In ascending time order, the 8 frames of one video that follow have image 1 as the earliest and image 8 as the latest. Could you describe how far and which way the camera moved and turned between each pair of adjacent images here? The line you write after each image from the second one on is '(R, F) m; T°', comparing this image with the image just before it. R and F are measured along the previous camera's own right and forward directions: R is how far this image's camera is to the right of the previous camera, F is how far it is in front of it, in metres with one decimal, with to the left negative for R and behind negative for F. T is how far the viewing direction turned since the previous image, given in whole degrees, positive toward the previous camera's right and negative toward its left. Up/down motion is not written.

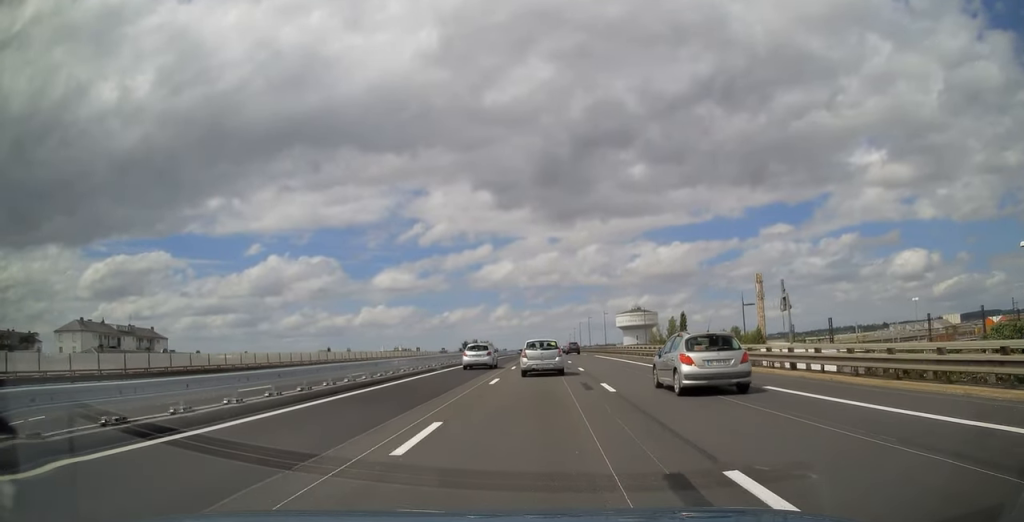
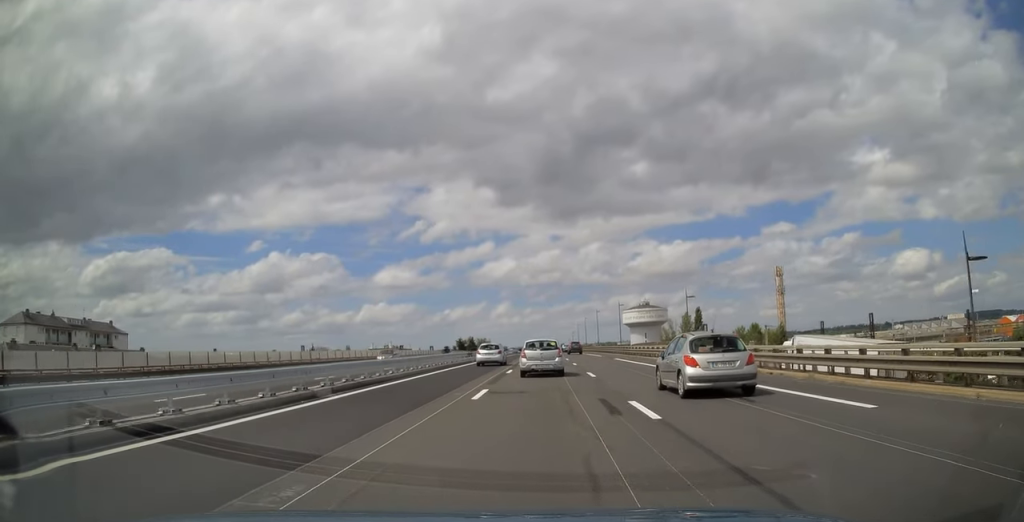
(0.0, +18.5) m; 0°
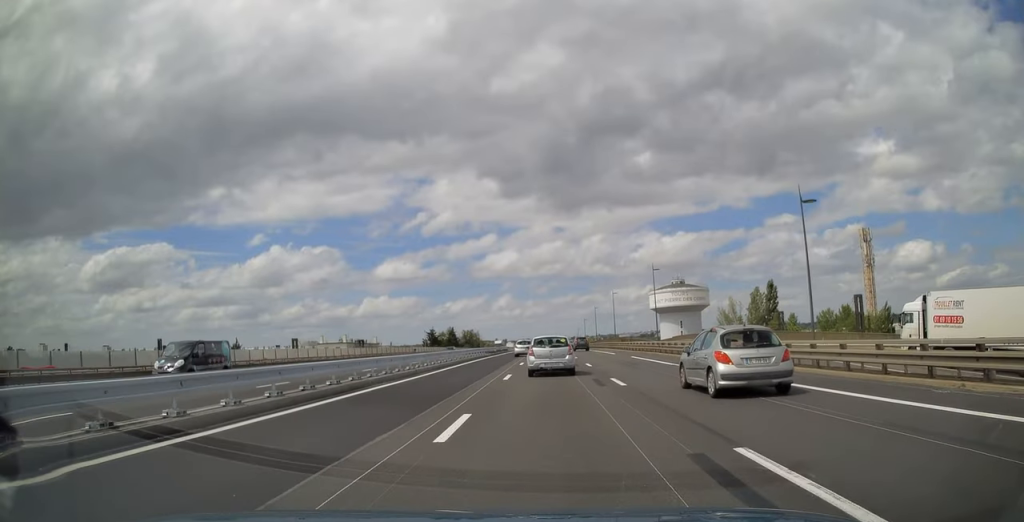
(-0.1, +58.6) m; 0°
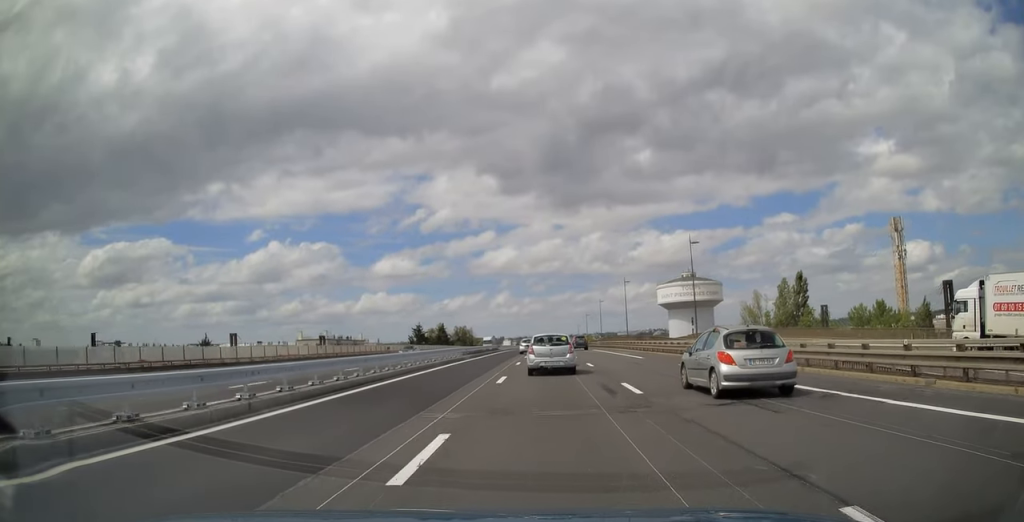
(-0.1, +15.3) m; 0°
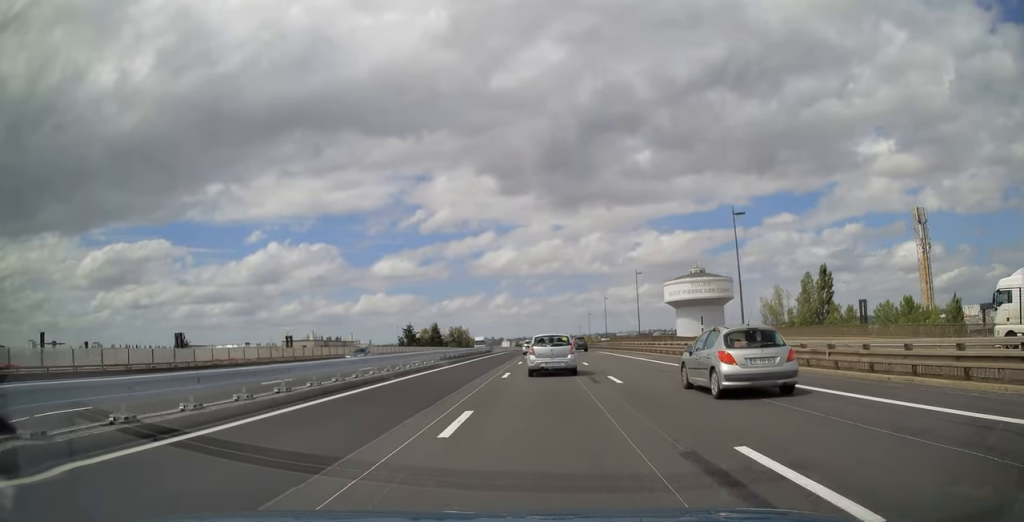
(+0.1, +10.1) m; 0°
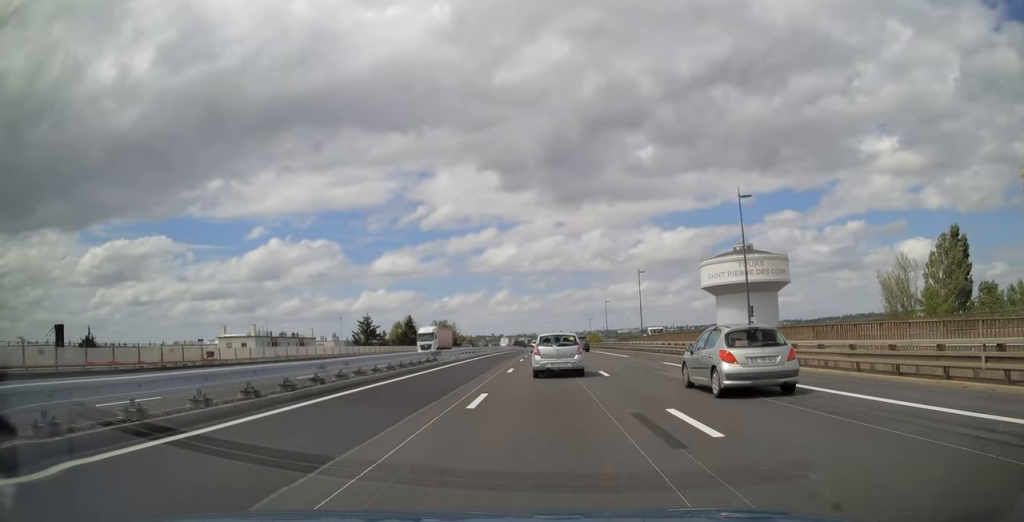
(-0.1, +35.5) m; 0°
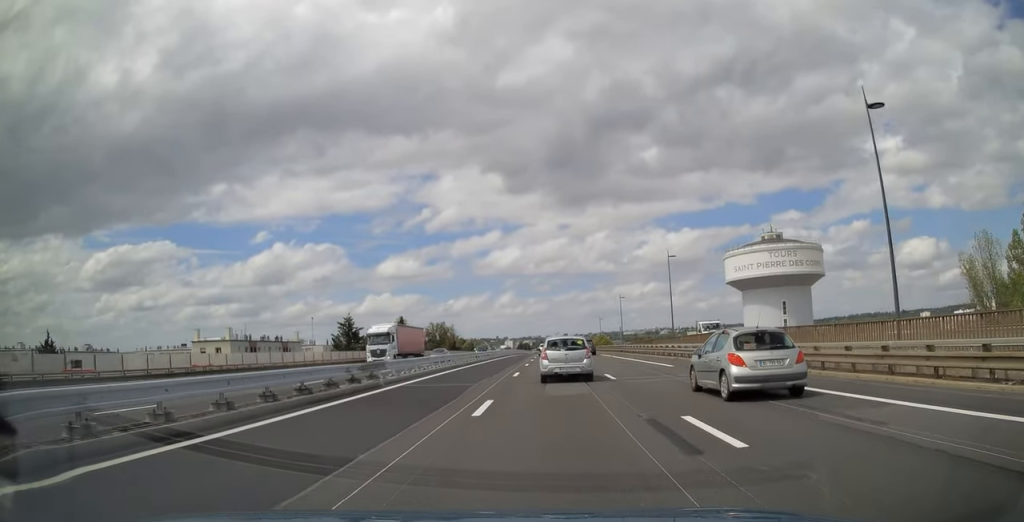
(0.0, +13.5) m; 0°
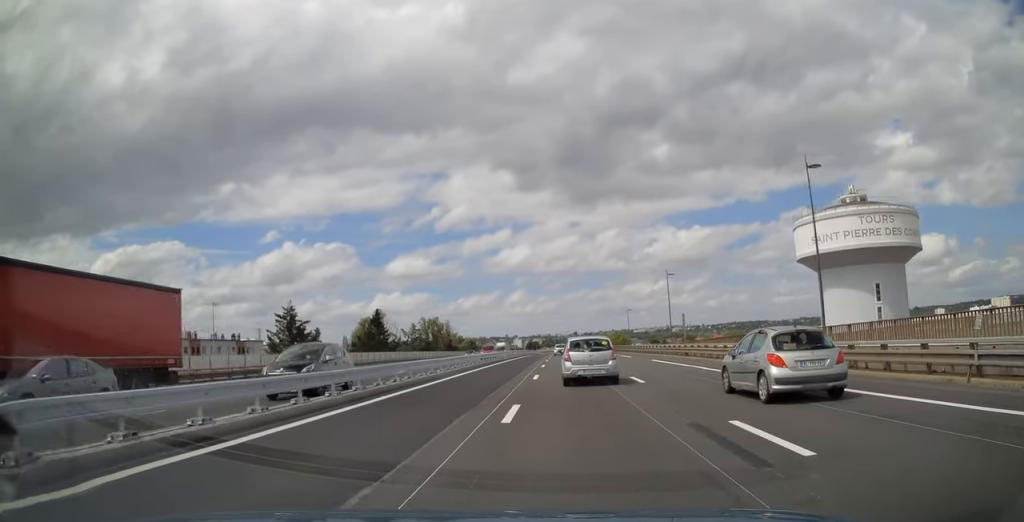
(0.0, +27.1) m; 0°
